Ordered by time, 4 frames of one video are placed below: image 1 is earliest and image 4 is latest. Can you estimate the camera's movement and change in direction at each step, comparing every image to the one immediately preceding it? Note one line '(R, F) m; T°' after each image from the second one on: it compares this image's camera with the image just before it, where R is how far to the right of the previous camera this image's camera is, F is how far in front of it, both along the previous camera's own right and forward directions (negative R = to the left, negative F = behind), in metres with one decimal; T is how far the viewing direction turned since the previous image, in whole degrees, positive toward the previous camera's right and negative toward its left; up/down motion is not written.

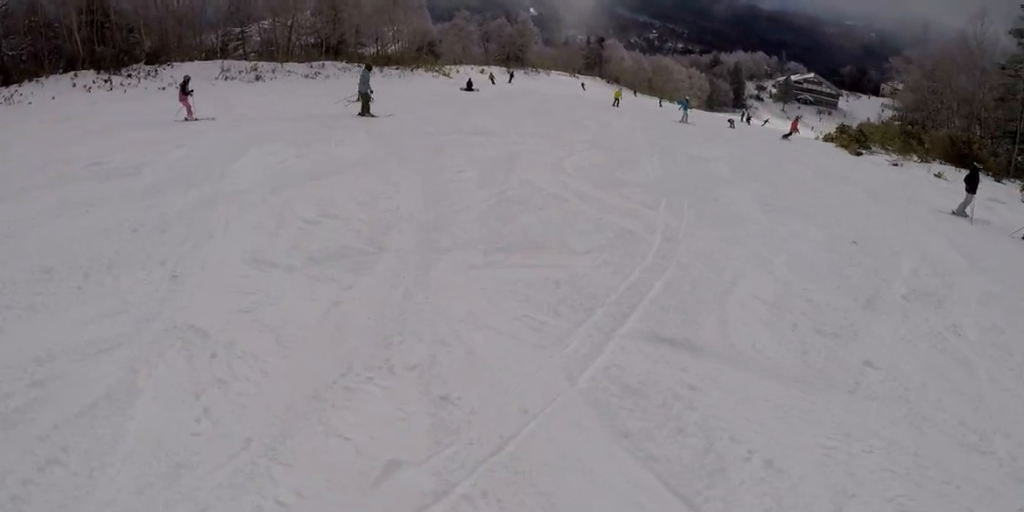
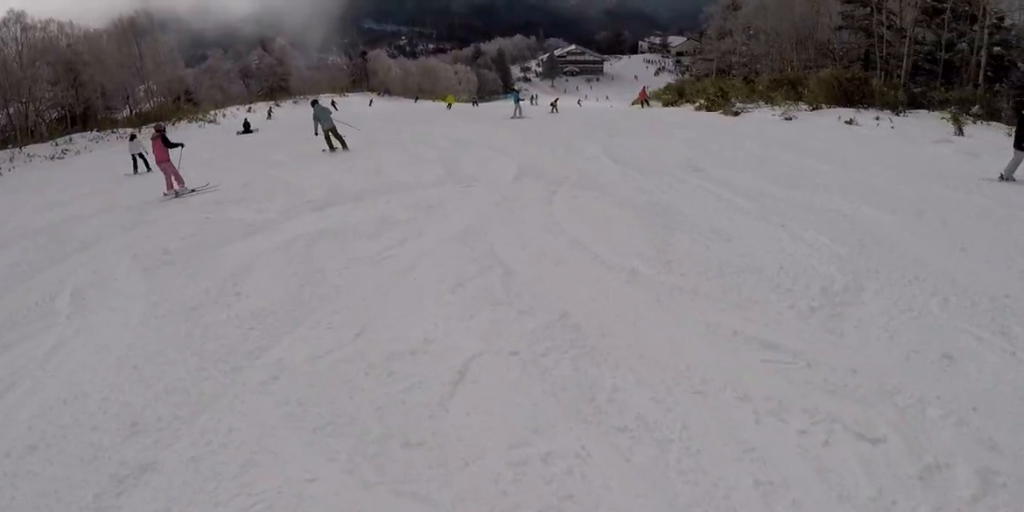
(0.0, +6.8) m; +17°
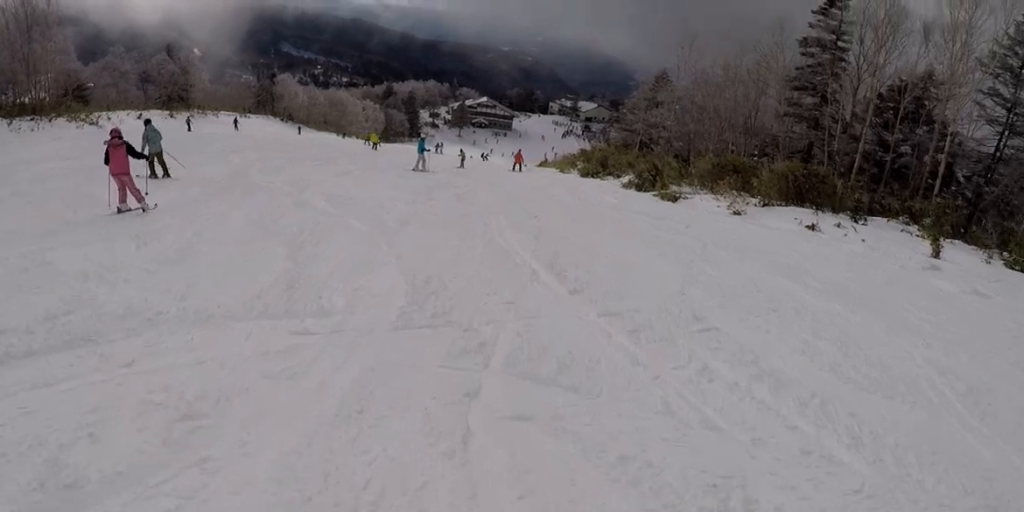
(+1.0, +4.1) m; +23°
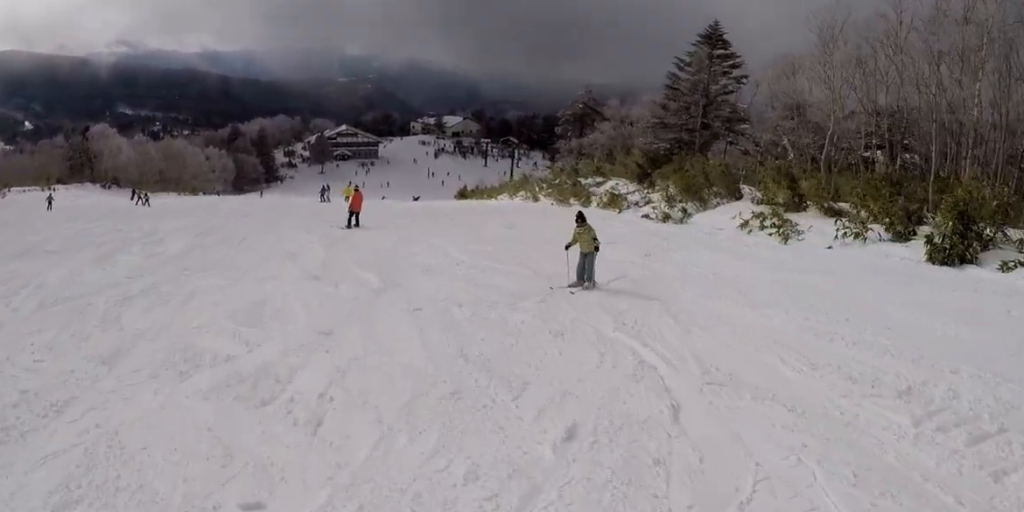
(-0.9, +27.5) m; +17°
